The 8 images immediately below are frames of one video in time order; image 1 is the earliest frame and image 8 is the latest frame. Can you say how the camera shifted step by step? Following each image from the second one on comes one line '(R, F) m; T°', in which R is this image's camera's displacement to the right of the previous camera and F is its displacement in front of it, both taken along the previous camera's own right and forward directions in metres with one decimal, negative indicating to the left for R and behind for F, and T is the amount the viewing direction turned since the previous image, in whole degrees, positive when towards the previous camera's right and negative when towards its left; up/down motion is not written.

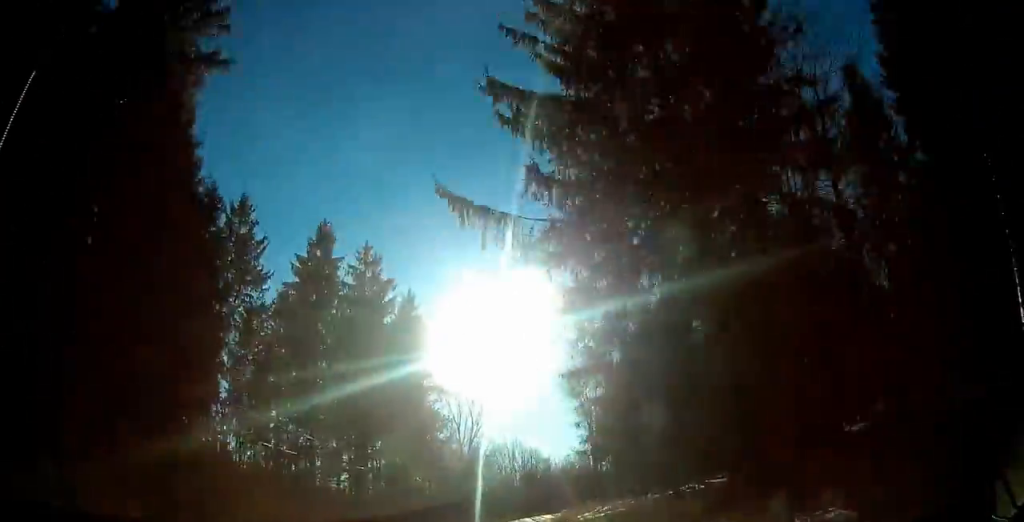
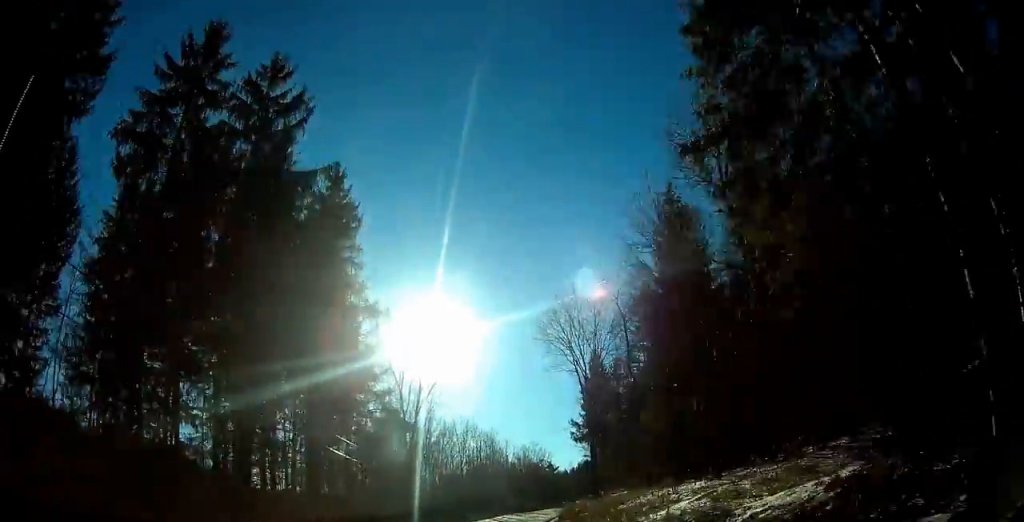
(+0.9, +23.7) m; +6°
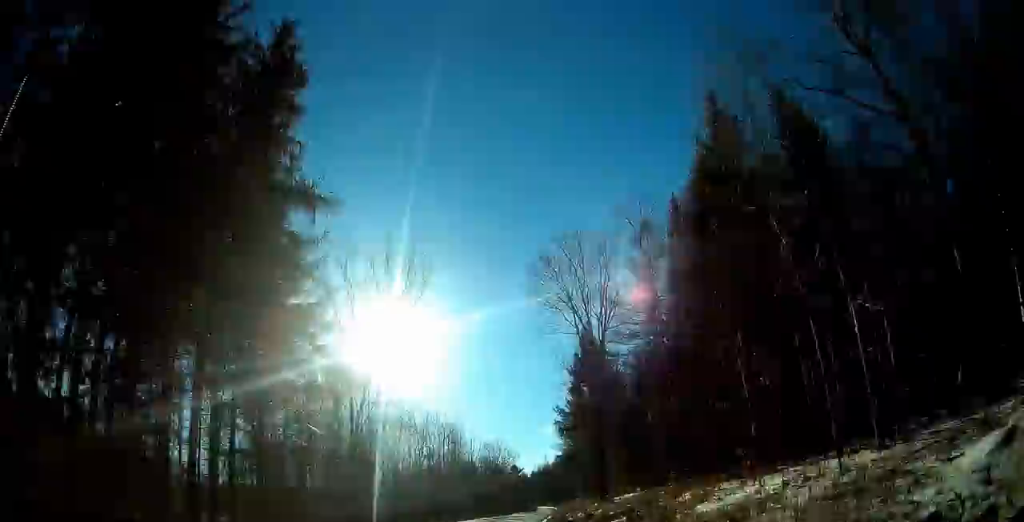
(-0.1, +14.0) m; +7°
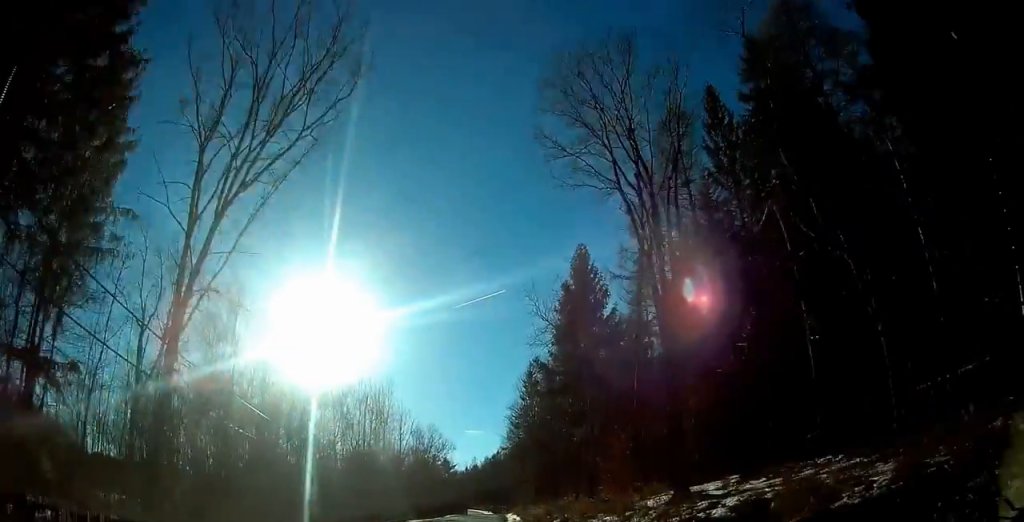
(+2.9, +21.5) m; +8°
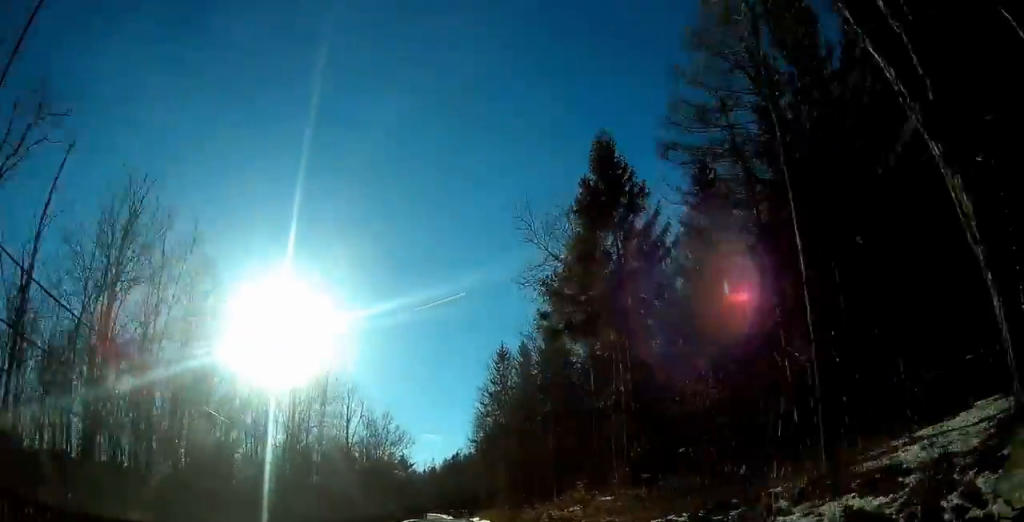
(0.0, +15.3) m; 0°
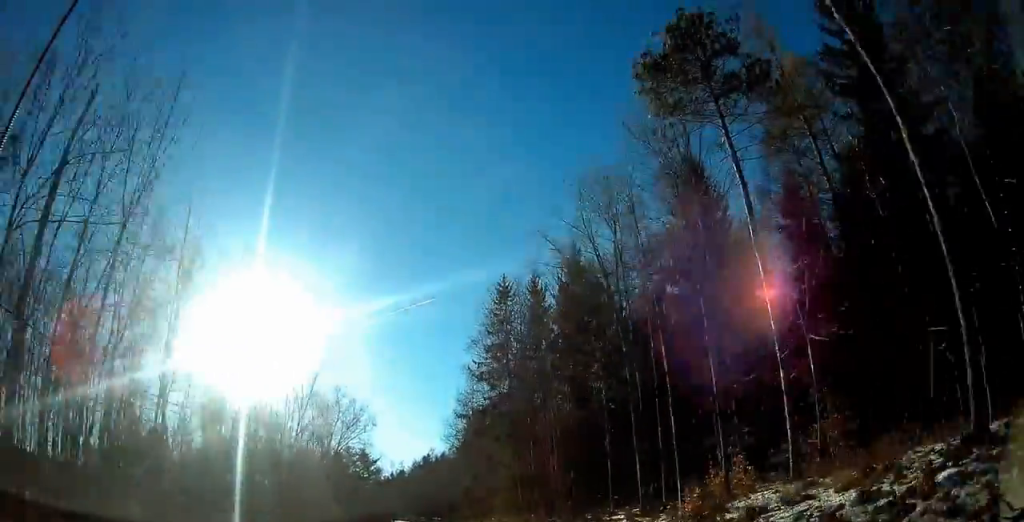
(0.0, +27.4) m; 0°
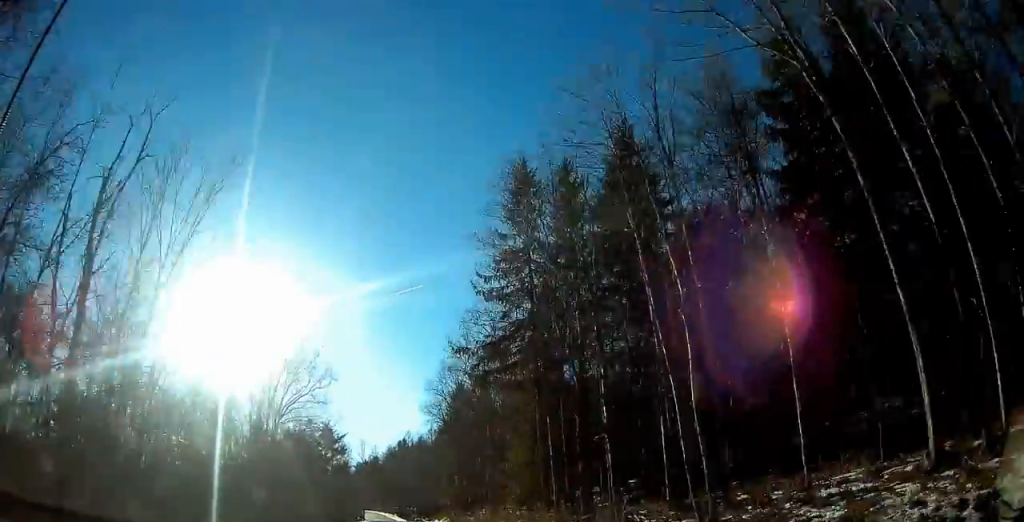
(0.0, +19.8) m; +2°
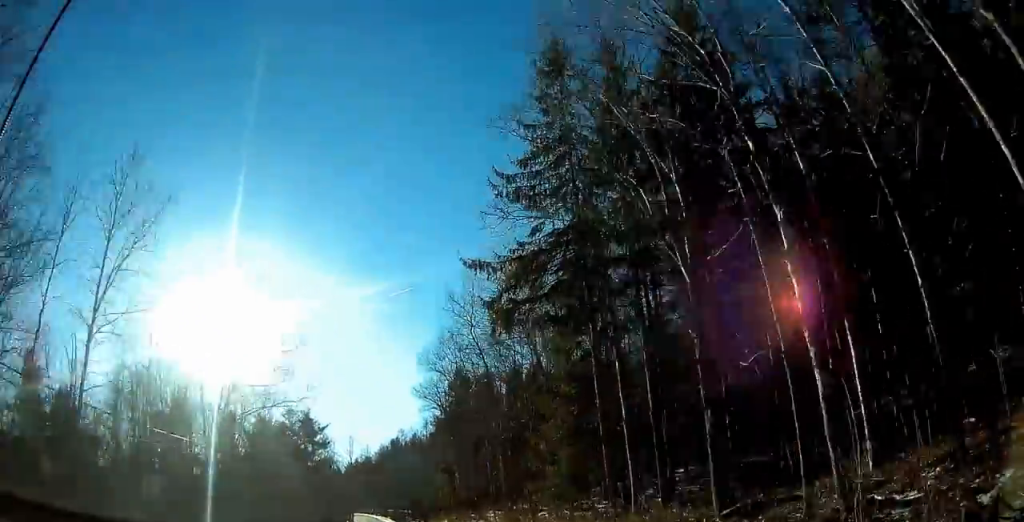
(+0.1, +12.8) m; +2°
